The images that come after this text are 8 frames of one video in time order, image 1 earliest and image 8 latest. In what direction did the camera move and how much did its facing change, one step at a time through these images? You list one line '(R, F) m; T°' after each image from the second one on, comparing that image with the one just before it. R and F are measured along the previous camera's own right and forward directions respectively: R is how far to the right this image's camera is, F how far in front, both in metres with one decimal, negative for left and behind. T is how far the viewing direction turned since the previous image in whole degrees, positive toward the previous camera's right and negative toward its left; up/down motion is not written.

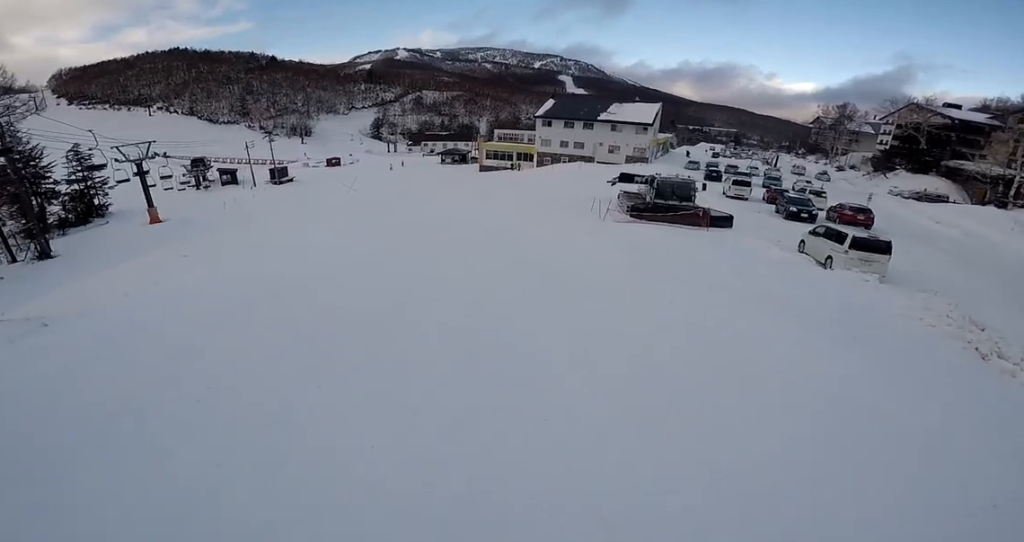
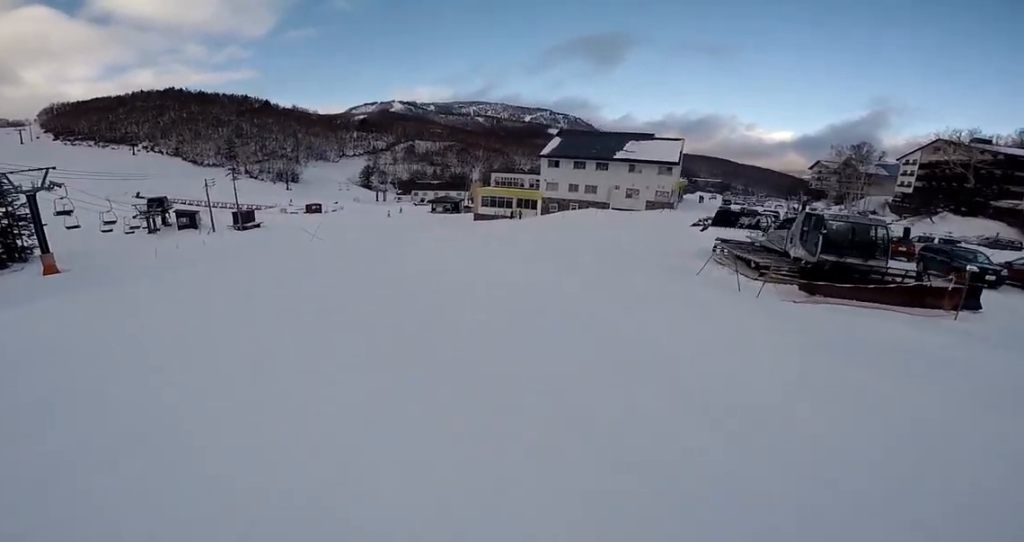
(-0.6, +11.4) m; -6°
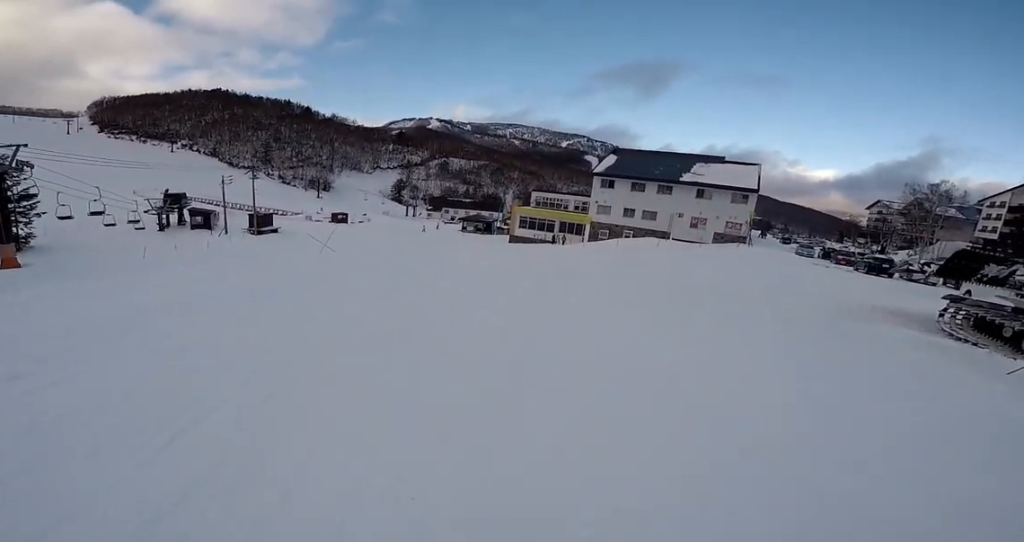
(-0.1, +6.9) m; -1°
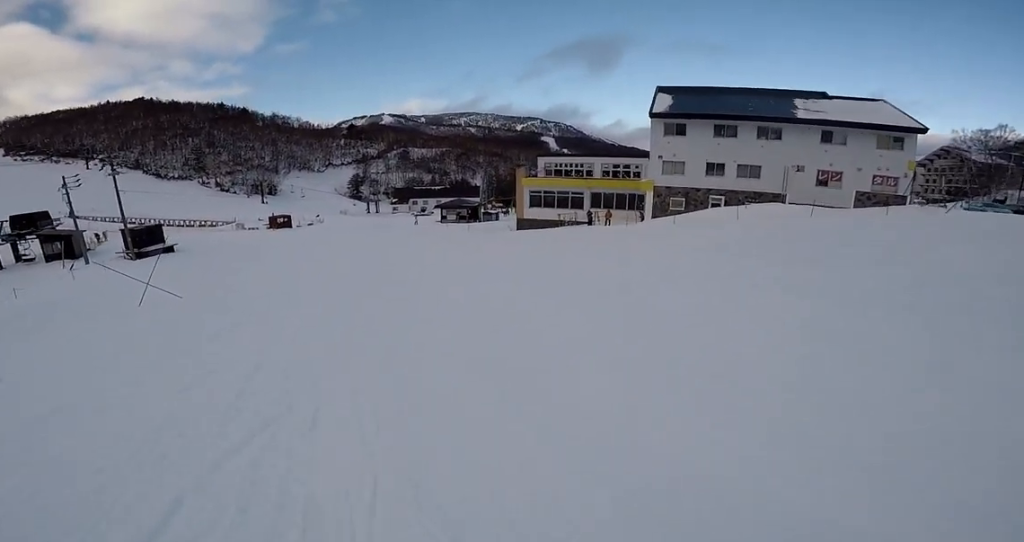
(0.0, +19.6) m; 0°
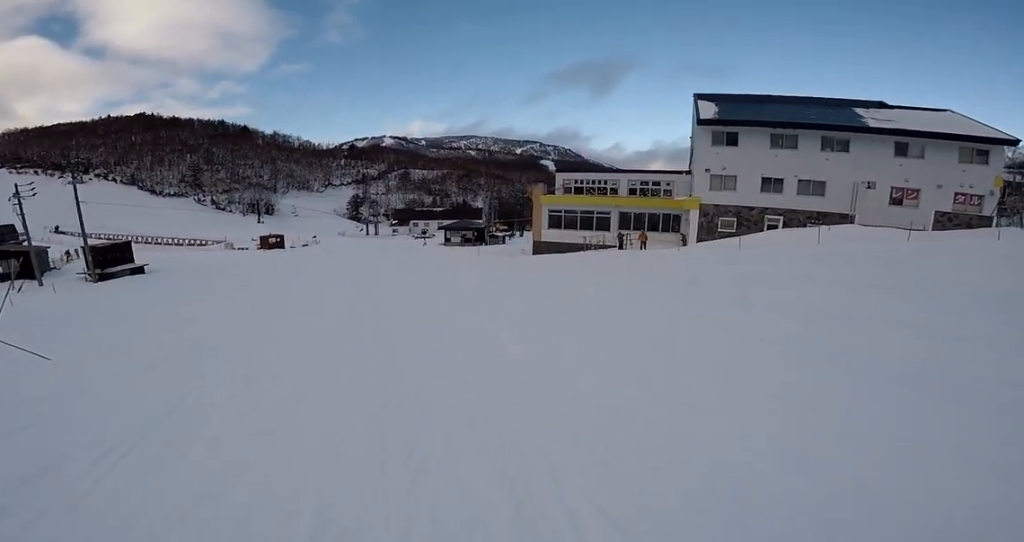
(0.0, +5.2) m; 0°
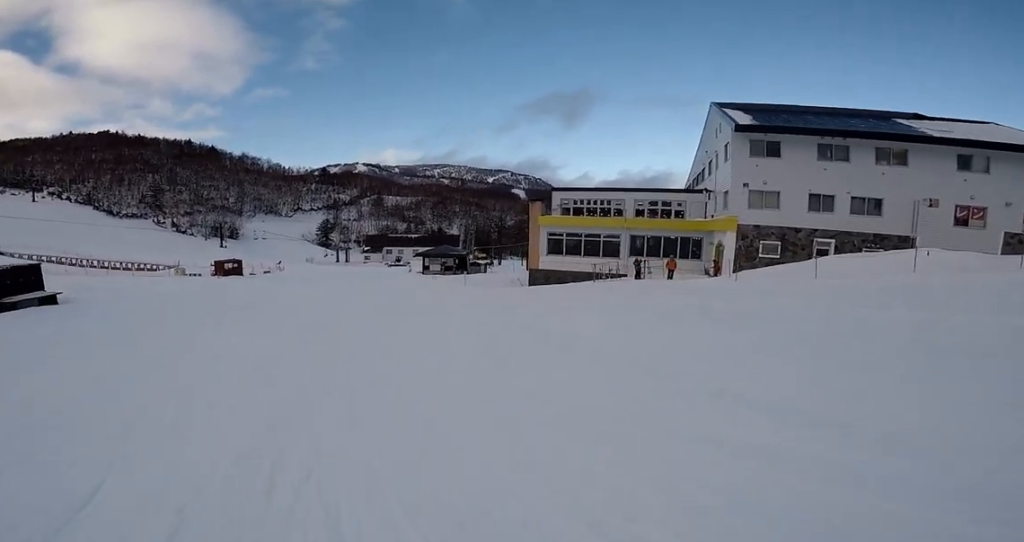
(0.0, +6.1) m; 0°
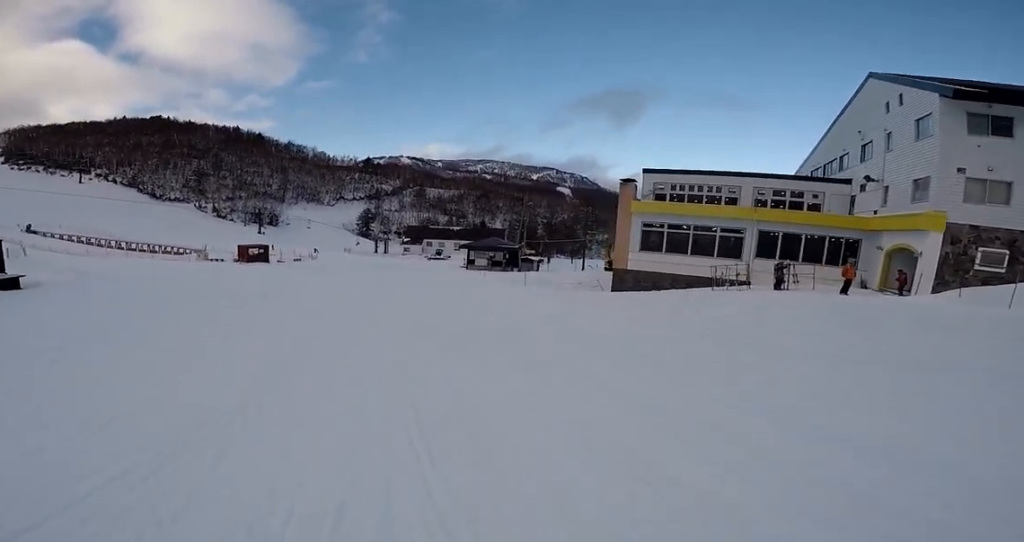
(0.0, +7.5) m; 0°
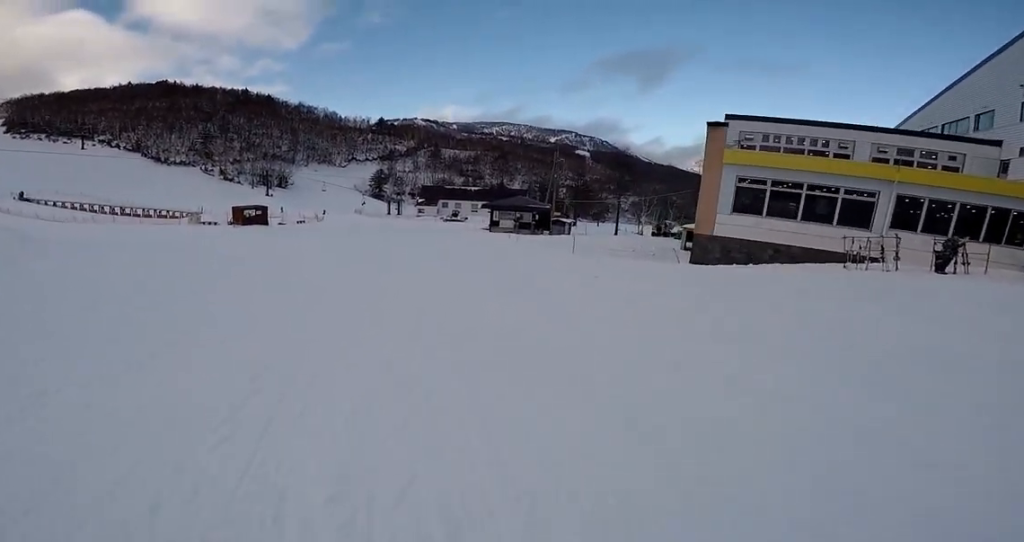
(0.0, +6.0) m; +2°
